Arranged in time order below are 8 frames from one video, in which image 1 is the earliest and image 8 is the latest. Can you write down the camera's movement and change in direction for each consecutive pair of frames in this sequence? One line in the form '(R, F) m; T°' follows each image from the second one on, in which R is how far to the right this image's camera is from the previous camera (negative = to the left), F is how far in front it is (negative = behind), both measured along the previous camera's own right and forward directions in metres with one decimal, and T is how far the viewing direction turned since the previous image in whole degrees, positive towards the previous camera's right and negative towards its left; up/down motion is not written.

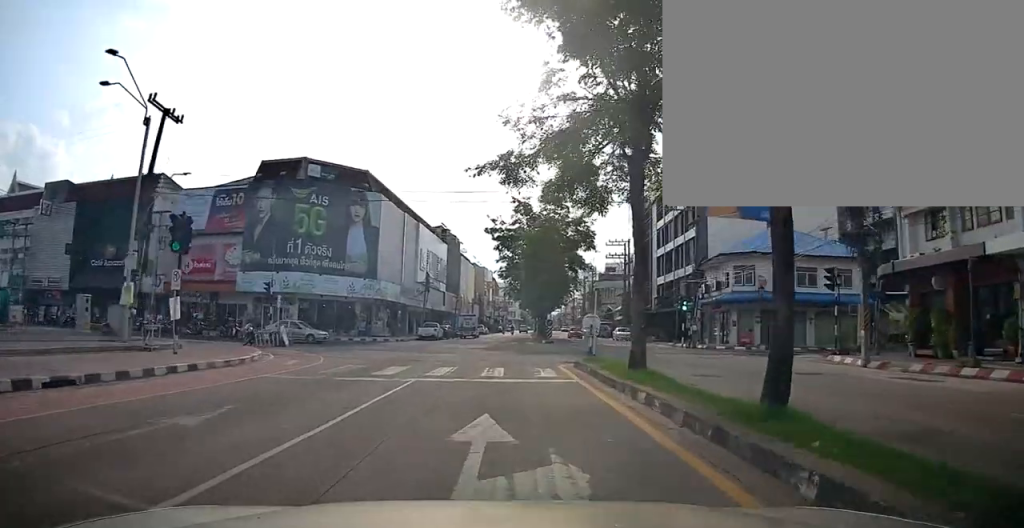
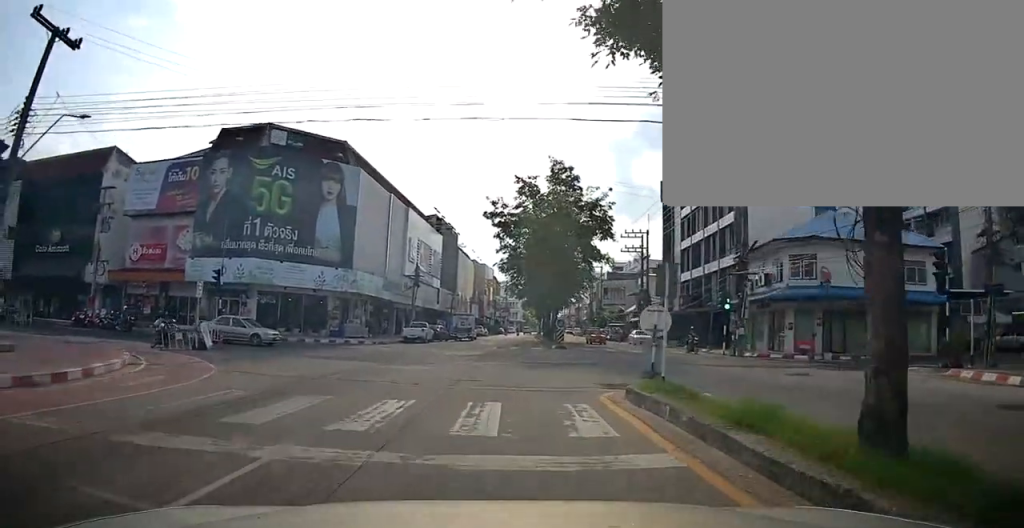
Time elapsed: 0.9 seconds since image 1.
(0.0, +8.0) m; +1°
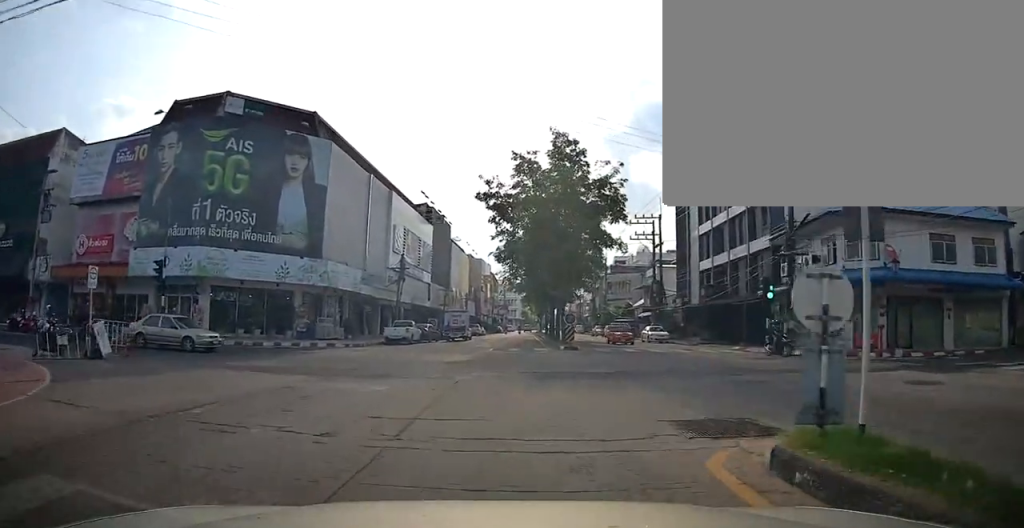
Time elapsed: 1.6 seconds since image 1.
(0.0, +6.0) m; +1°
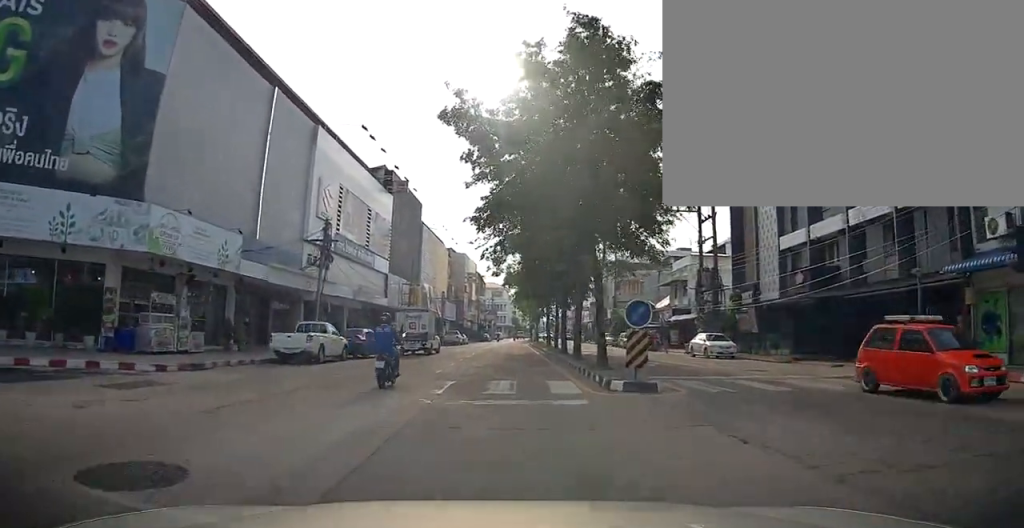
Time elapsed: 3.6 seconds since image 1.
(+0.3, +16.5) m; +1°
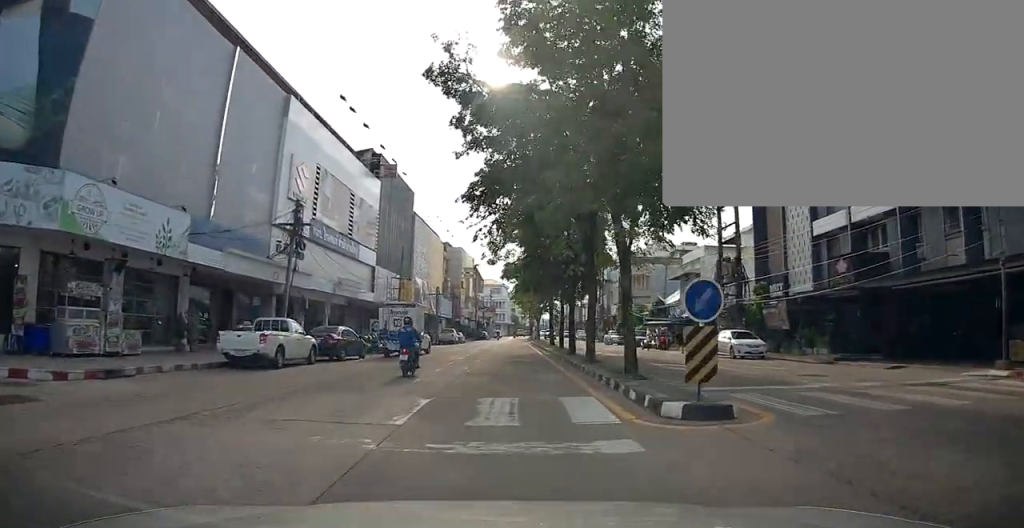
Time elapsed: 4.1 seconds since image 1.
(-0.1, +4.0) m; 0°
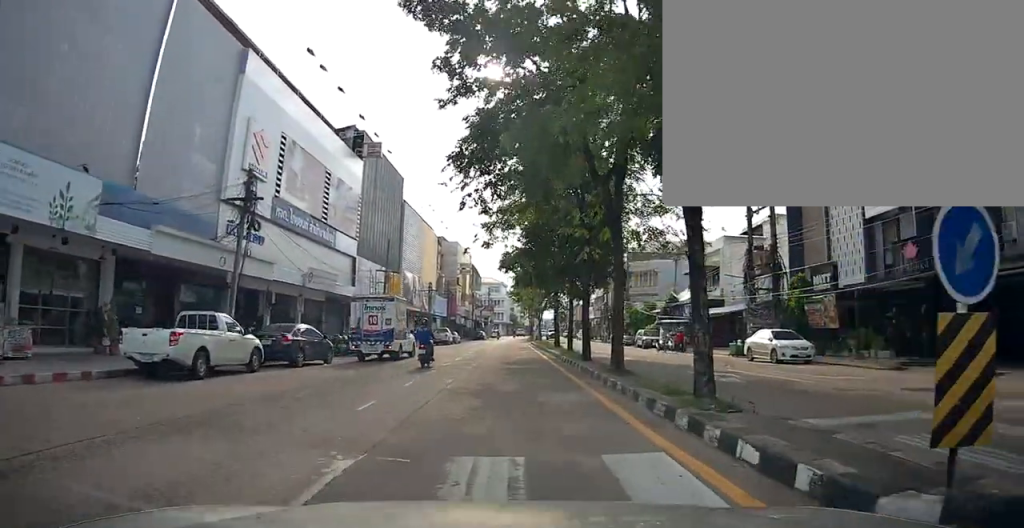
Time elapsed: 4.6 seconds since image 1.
(0.0, +4.9) m; 0°
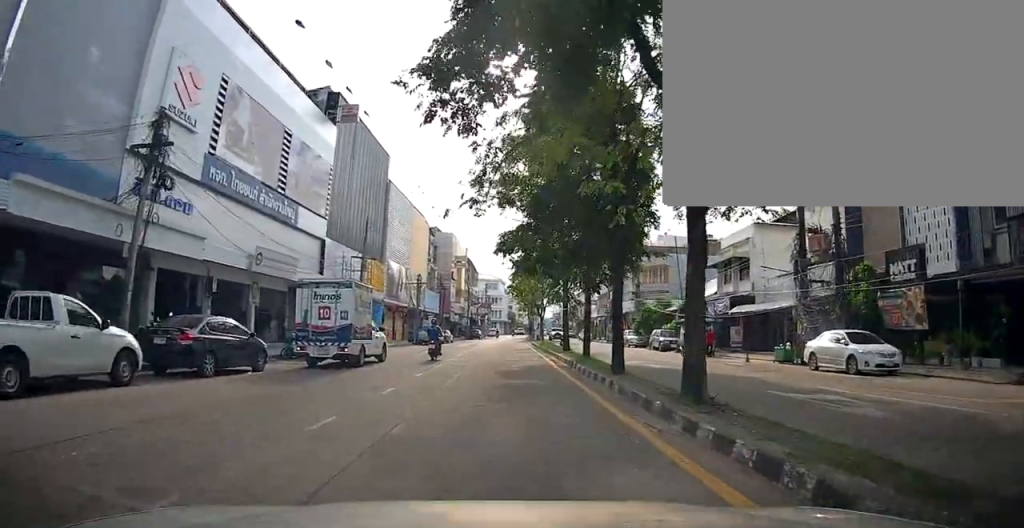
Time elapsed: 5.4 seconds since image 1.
(+0.1, +6.1) m; +1°
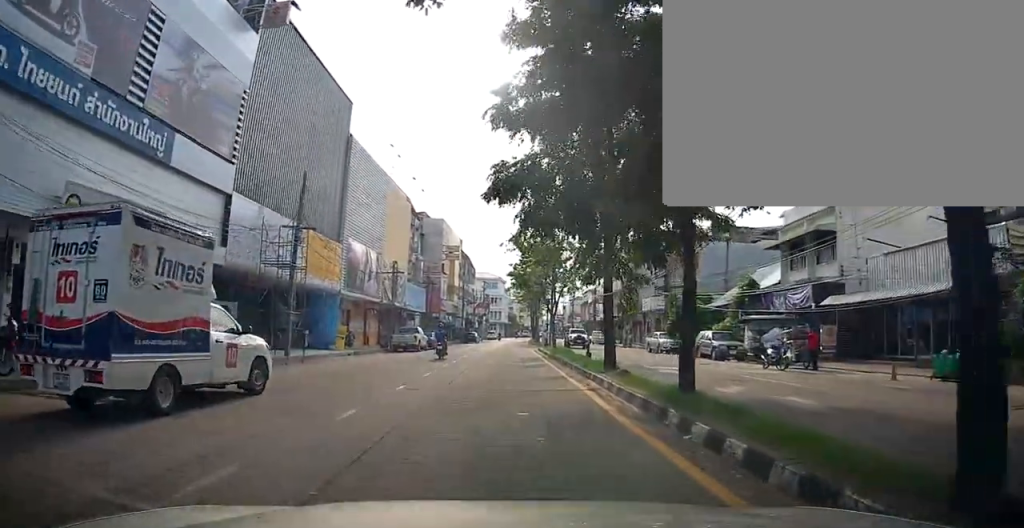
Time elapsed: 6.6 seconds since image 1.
(+0.1, +10.9) m; 0°
